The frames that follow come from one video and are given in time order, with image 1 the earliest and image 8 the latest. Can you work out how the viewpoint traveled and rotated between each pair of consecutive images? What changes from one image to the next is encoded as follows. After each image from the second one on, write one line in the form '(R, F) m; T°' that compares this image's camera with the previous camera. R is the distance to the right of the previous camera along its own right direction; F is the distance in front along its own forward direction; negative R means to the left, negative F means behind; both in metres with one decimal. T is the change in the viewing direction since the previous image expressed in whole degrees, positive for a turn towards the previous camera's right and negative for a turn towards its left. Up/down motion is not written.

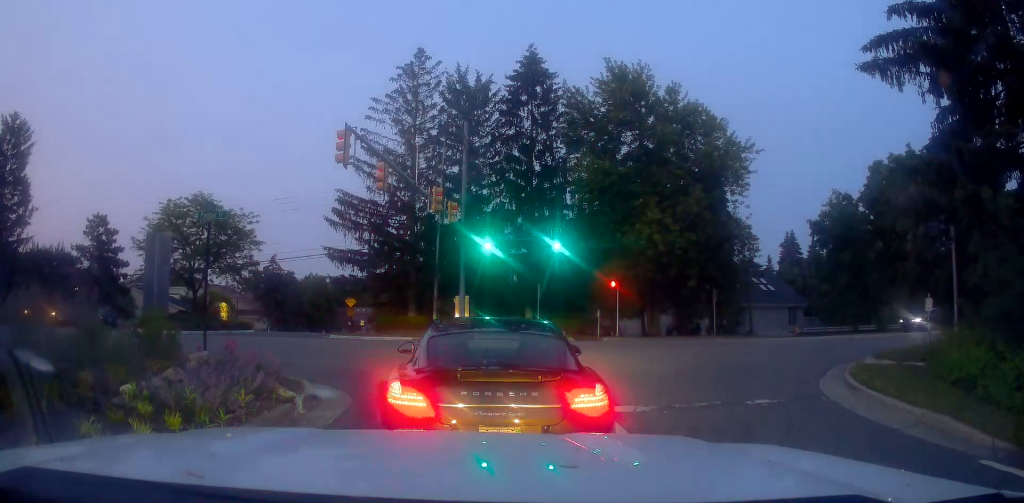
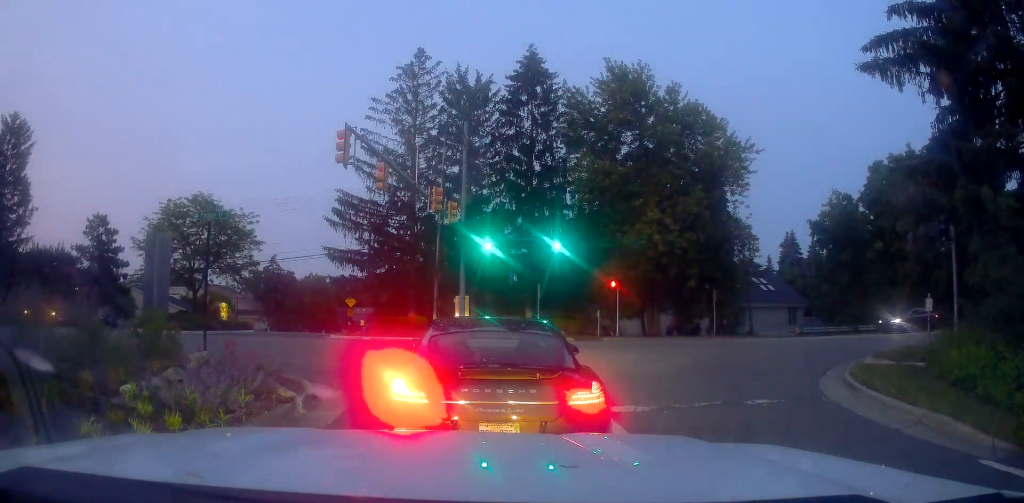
(0.0, 0.0) m; 0°
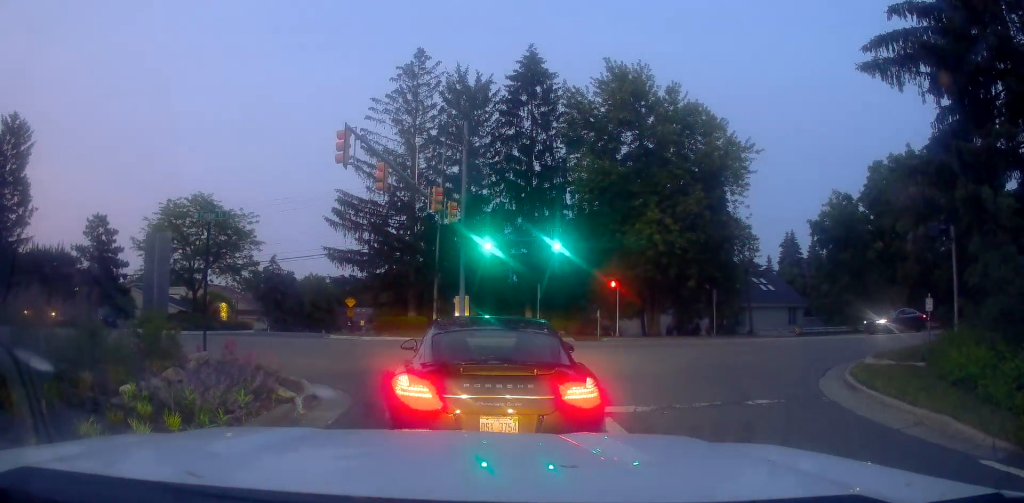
(0.0, 0.0) m; 0°
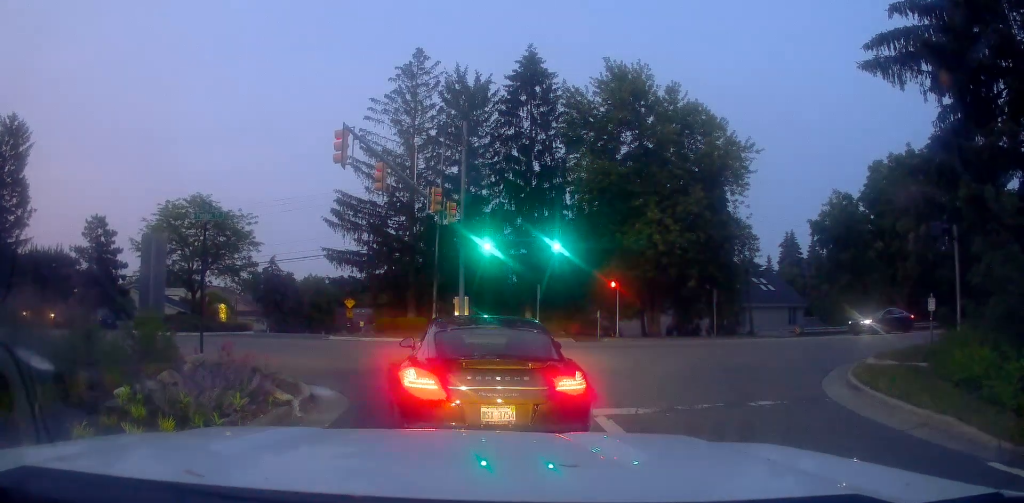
(0.0, 0.0) m; 0°
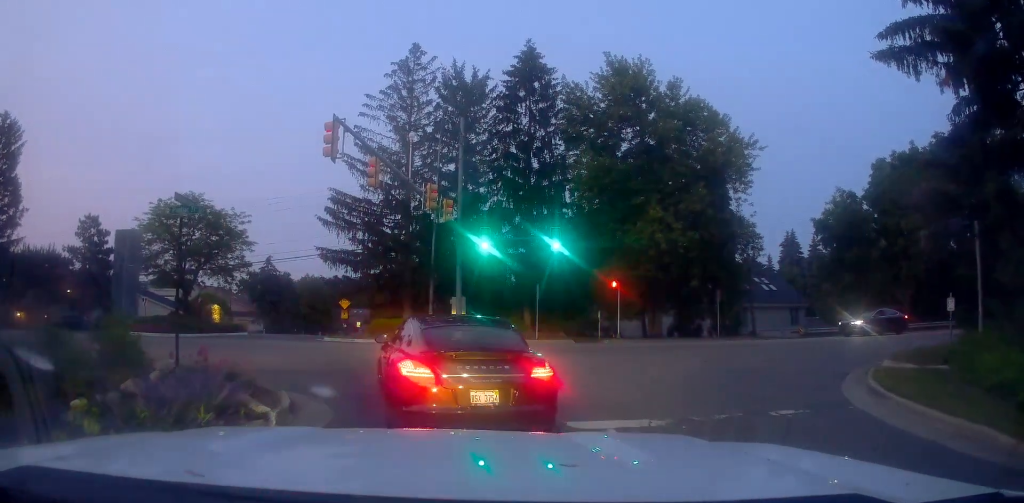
(0.0, 0.0) m; 0°
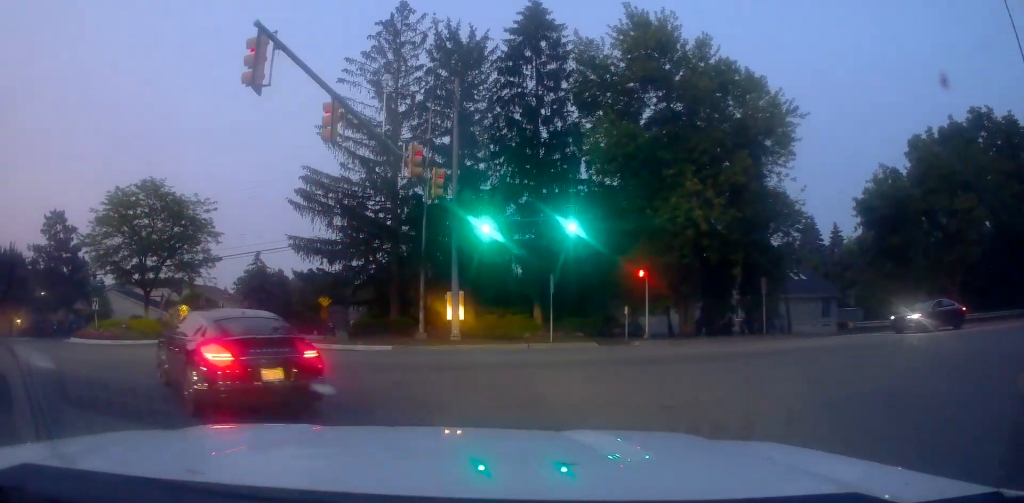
(+0.1, +0.6) m; 0°
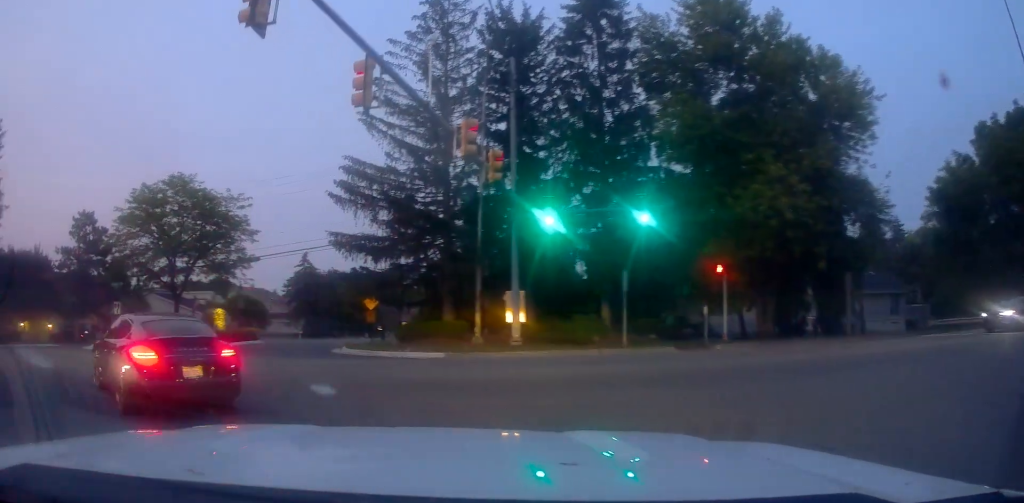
(+0.1, +0.7) m; -1°
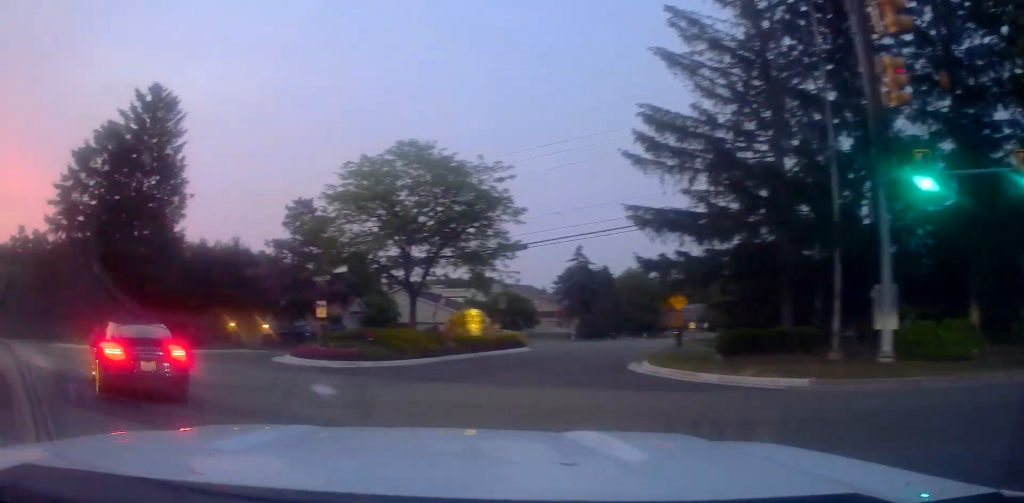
(-1.0, +4.5) m; -28°
